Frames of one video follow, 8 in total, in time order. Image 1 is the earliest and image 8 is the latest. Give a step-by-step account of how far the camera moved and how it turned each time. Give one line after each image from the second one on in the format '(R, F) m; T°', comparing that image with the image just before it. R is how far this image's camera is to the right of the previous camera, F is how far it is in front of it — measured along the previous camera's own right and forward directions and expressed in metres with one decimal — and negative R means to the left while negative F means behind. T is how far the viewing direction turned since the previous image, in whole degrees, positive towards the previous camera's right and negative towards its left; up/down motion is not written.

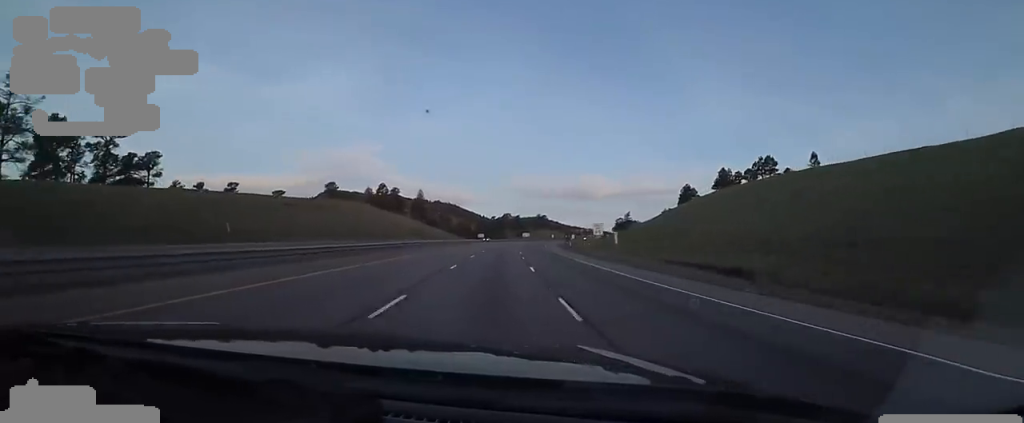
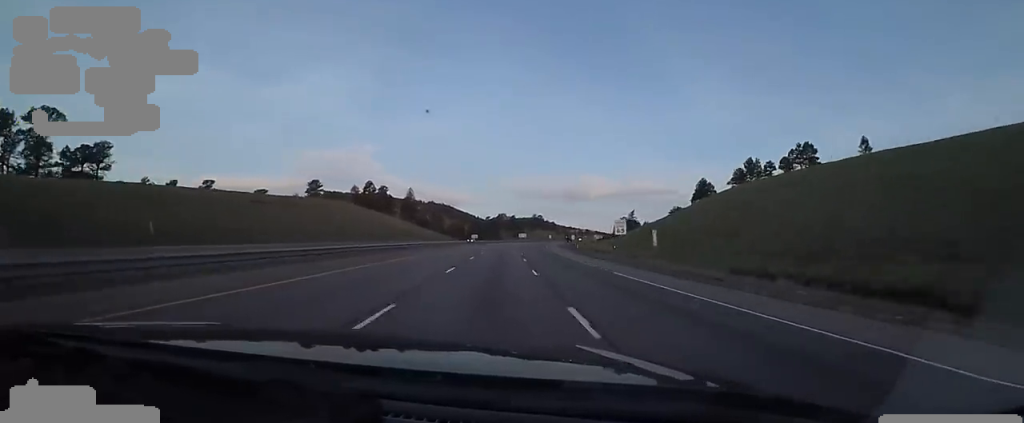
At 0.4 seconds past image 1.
(+0.2, +13.4) m; +1°
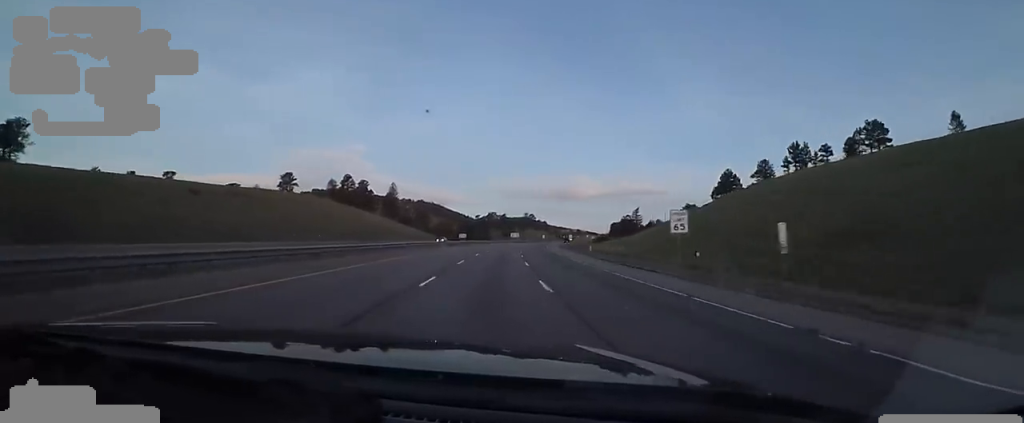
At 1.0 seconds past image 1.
(+0.1, +17.6) m; 0°
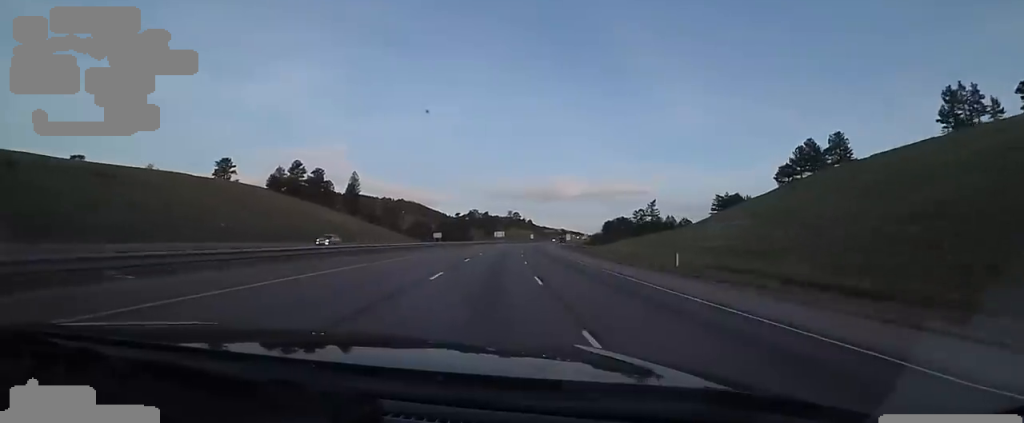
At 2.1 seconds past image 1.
(0.0, +33.1) m; +2°
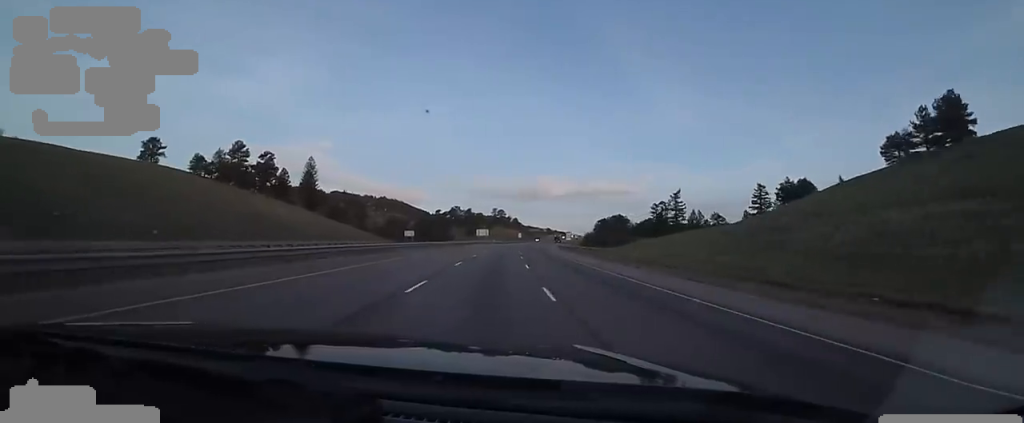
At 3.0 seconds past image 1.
(+0.8, +27.6) m; +2°
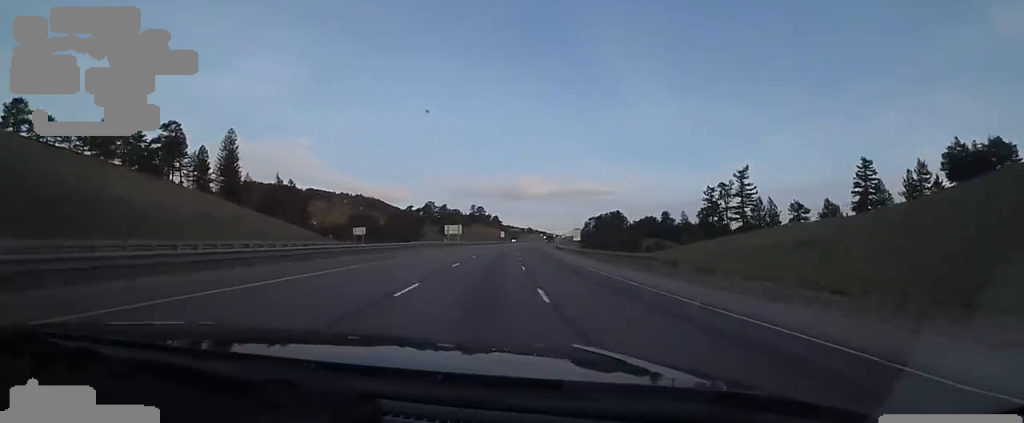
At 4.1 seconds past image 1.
(+0.7, +35.8) m; +1°
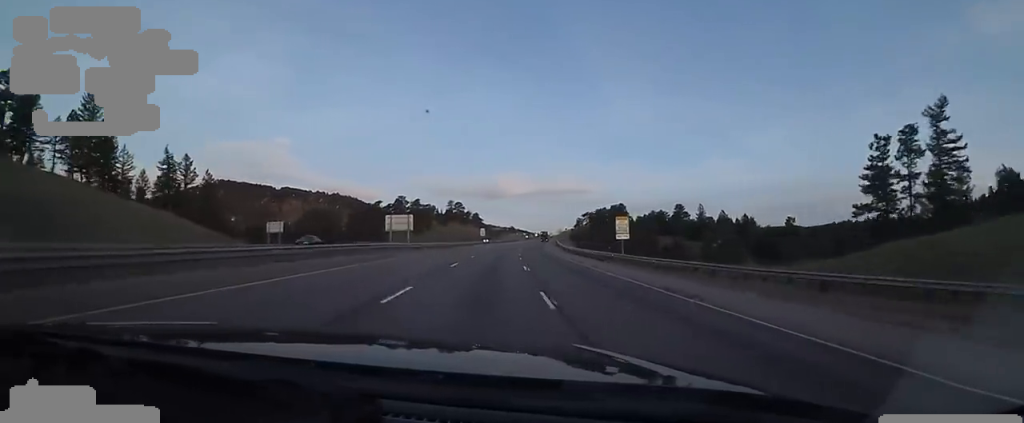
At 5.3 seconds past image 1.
(0.0, +36.5) m; +3°
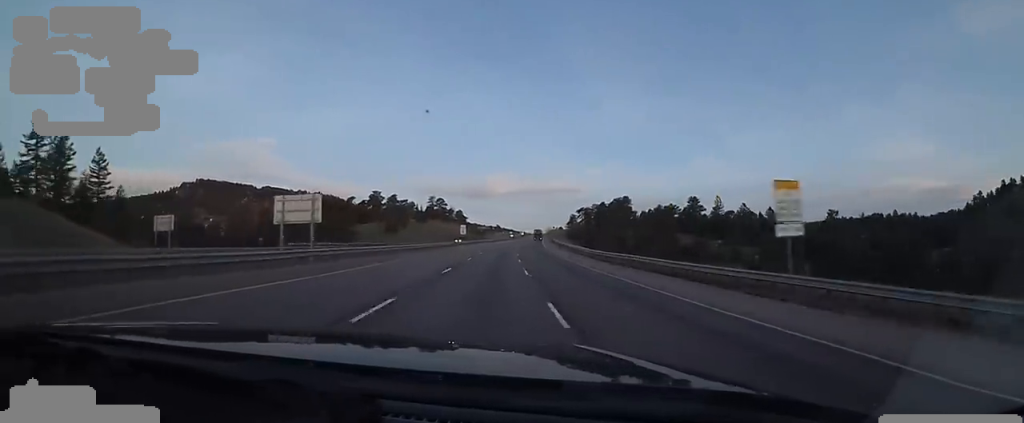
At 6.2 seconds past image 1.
(+1.1, +25.3) m; +3°
